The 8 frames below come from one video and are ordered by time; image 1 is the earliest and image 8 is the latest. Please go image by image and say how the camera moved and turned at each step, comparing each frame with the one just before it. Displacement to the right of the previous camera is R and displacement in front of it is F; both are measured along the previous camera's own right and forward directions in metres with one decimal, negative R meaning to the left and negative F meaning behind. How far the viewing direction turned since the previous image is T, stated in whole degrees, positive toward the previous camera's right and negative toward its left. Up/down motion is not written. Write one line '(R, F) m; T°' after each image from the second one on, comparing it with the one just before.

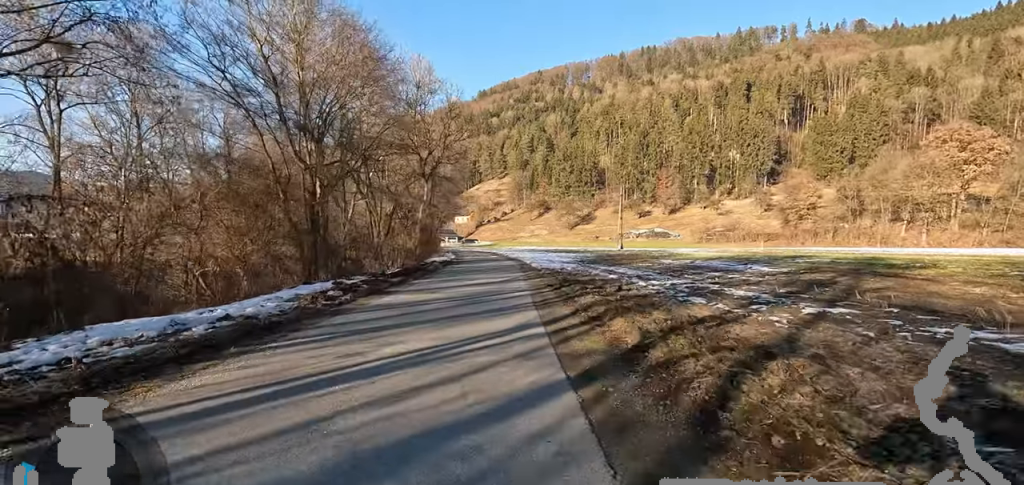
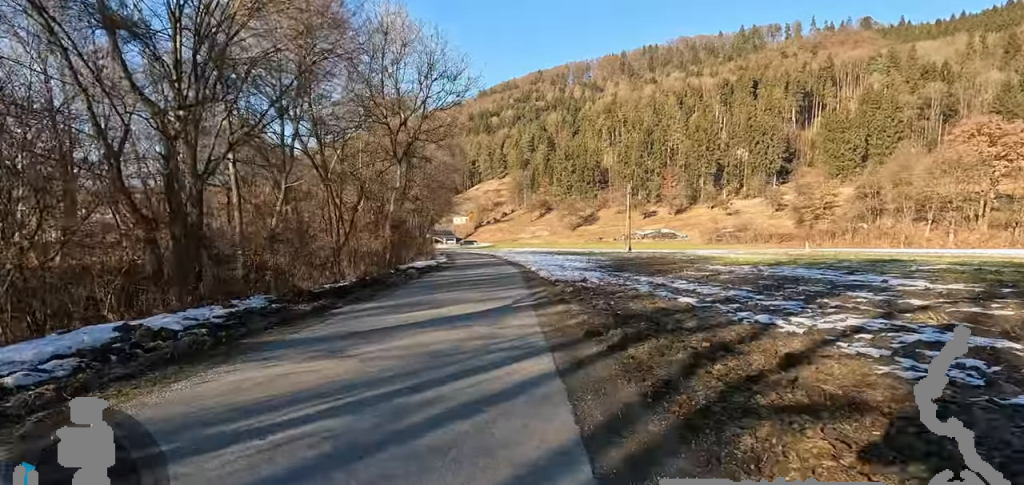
(-0.2, +8.3) m; +3°
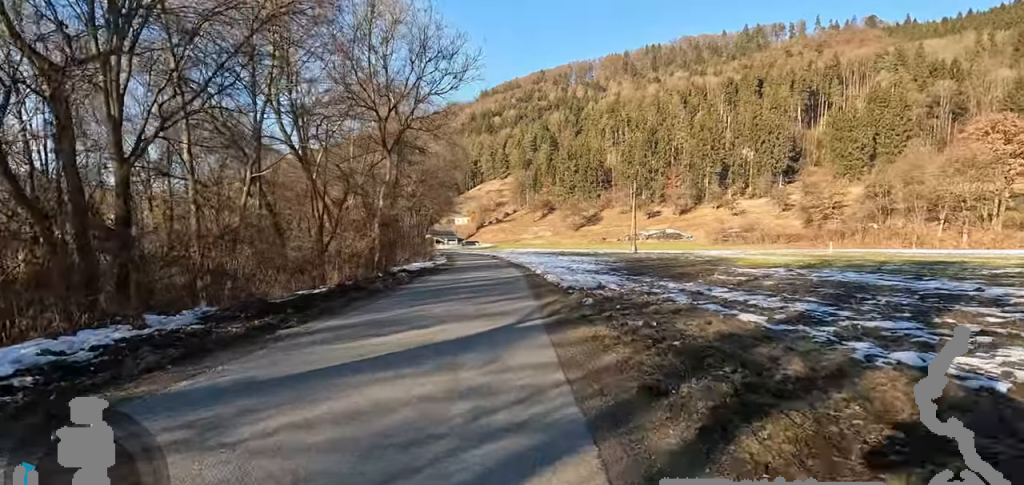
(+0.1, +2.7) m; +3°
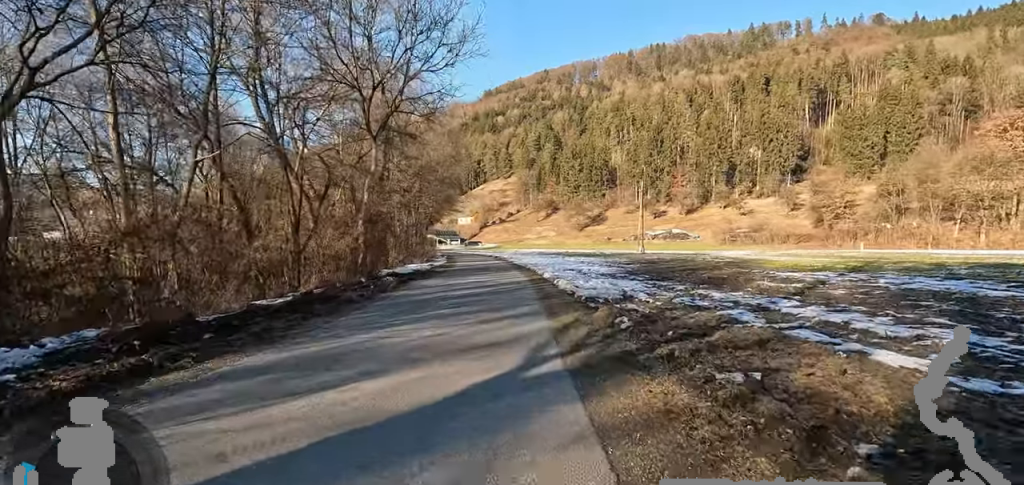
(+0.1, +3.0) m; +1°
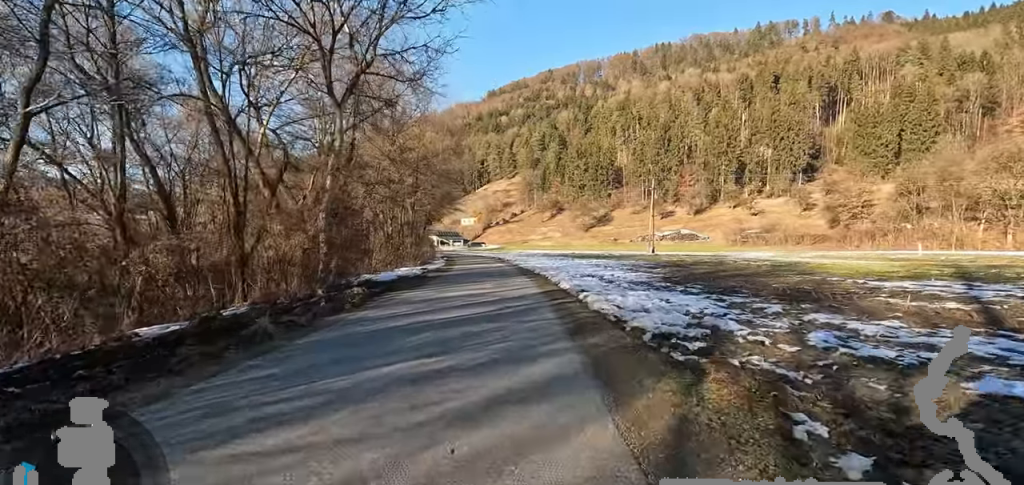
(+0.1, +4.8) m; +1°
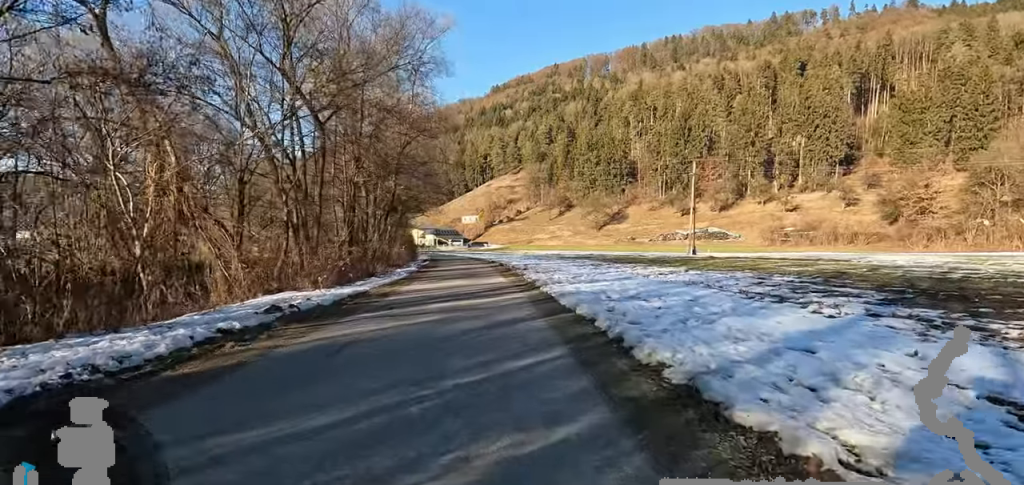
(-2.1, +19.4) m; -10°
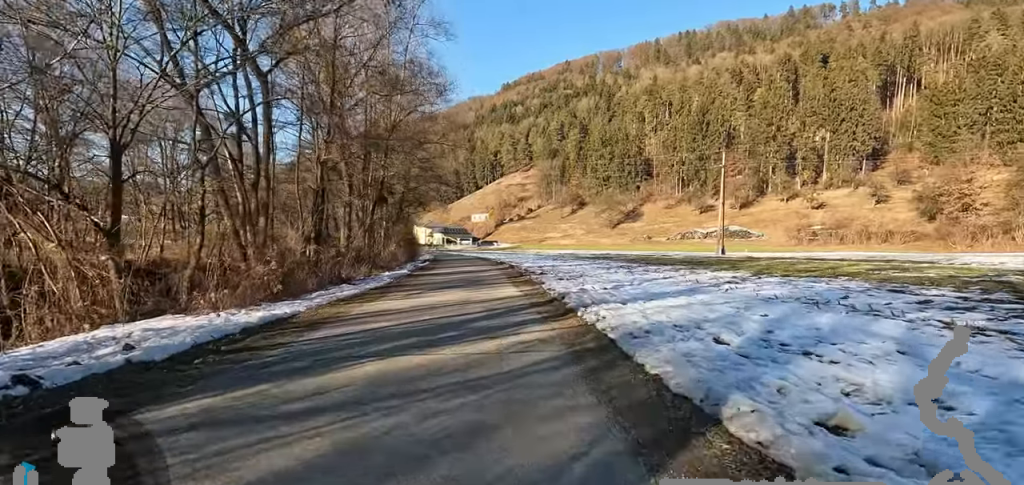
(+0.6, +6.3) m; 0°
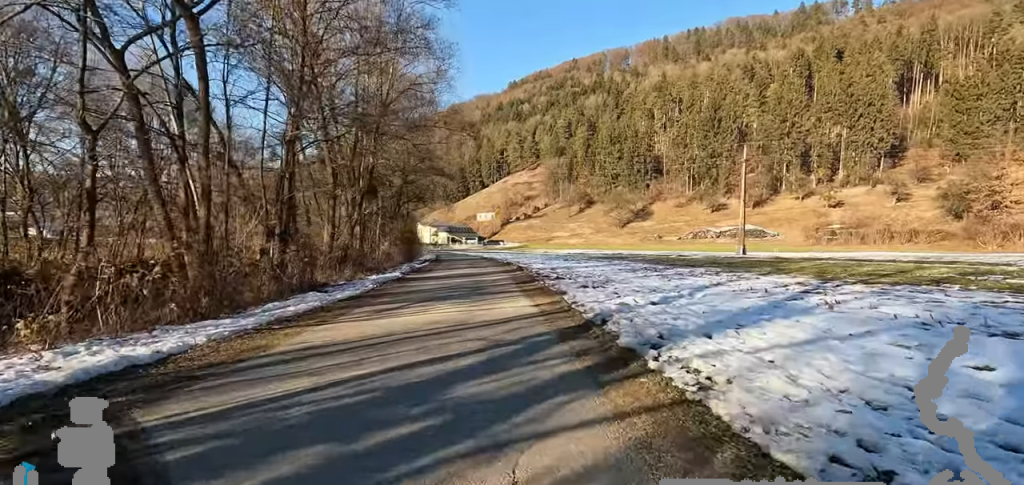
(-0.6, +4.1) m; 0°
